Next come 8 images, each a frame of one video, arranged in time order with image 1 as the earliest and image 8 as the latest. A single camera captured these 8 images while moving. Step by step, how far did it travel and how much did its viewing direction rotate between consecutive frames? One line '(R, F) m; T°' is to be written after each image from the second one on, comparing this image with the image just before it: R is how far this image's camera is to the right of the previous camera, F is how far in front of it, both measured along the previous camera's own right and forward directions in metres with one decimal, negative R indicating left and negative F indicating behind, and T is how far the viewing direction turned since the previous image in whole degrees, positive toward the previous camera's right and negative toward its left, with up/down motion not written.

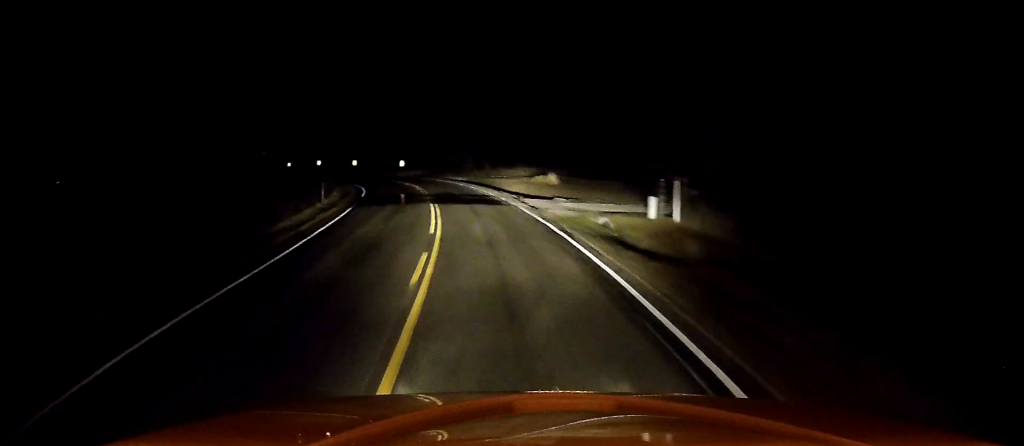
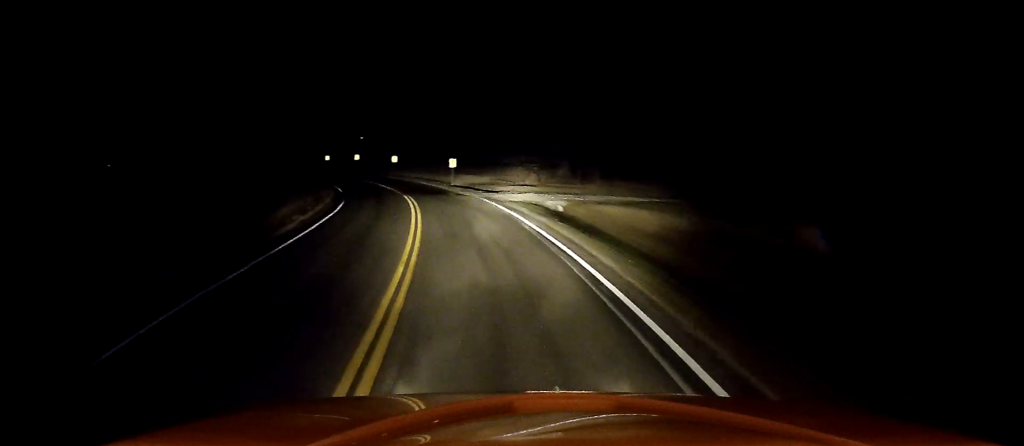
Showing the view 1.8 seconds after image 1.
(-2.7, +29.5) m; -10°
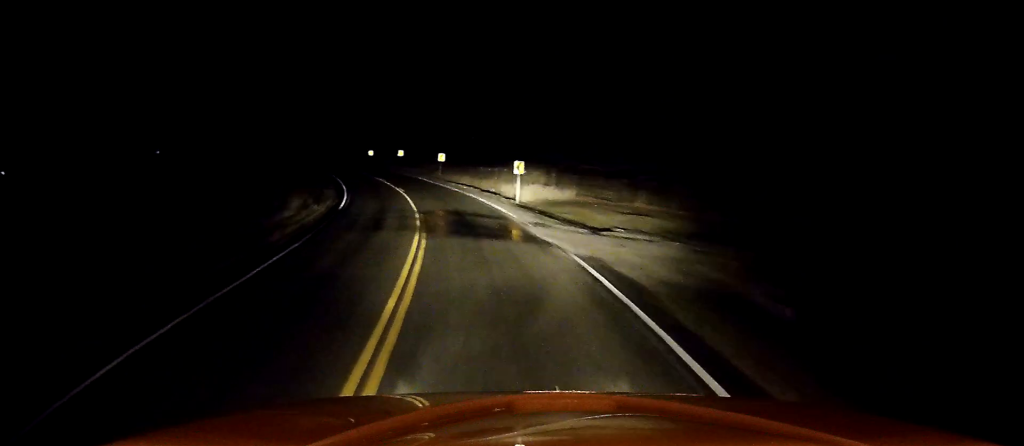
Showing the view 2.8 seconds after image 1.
(-0.6, +17.6) m; -5°
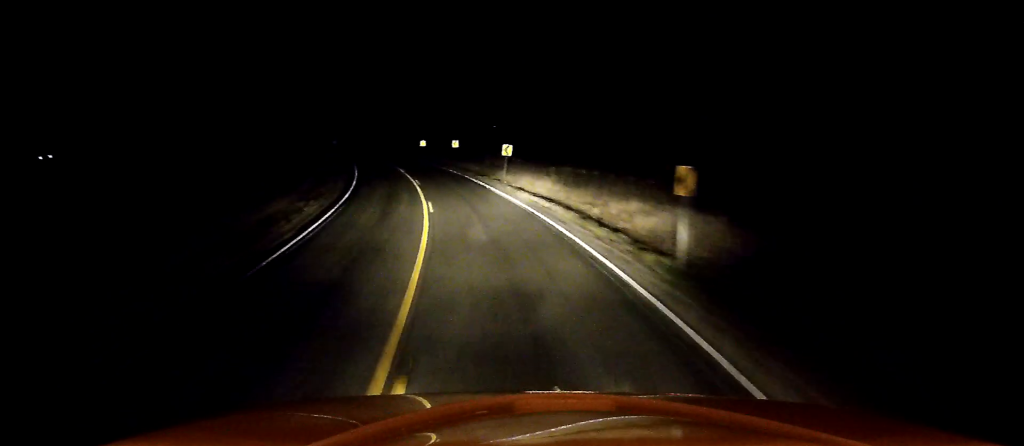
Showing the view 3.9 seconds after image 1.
(-1.0, +17.3) m; -6°
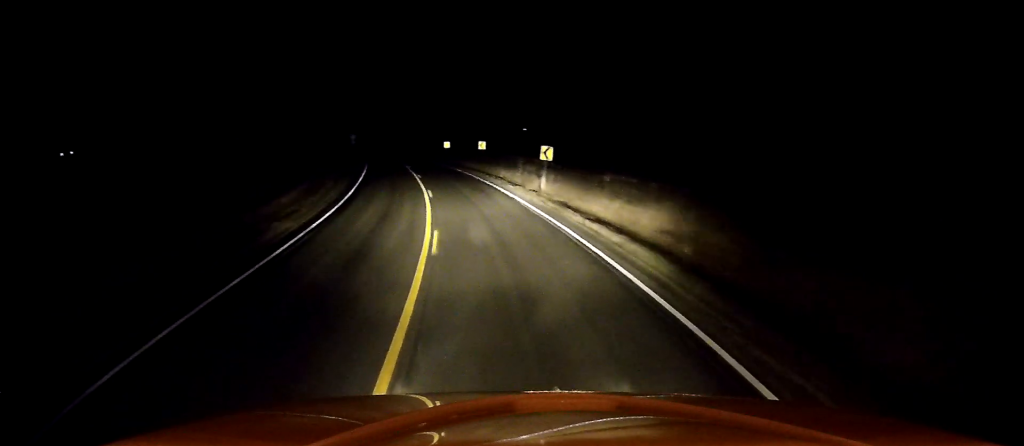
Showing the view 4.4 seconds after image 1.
(-0.2, +7.6) m; -2°
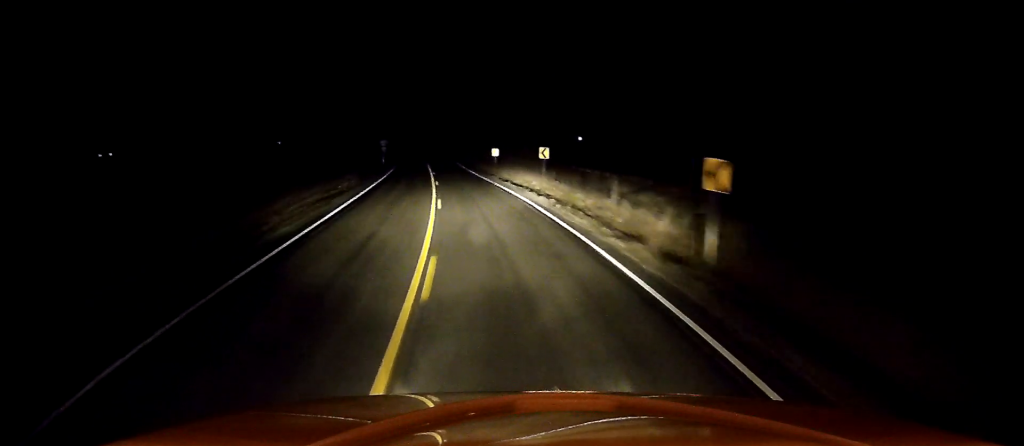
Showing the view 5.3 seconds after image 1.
(-0.1, +15.7) m; -3°
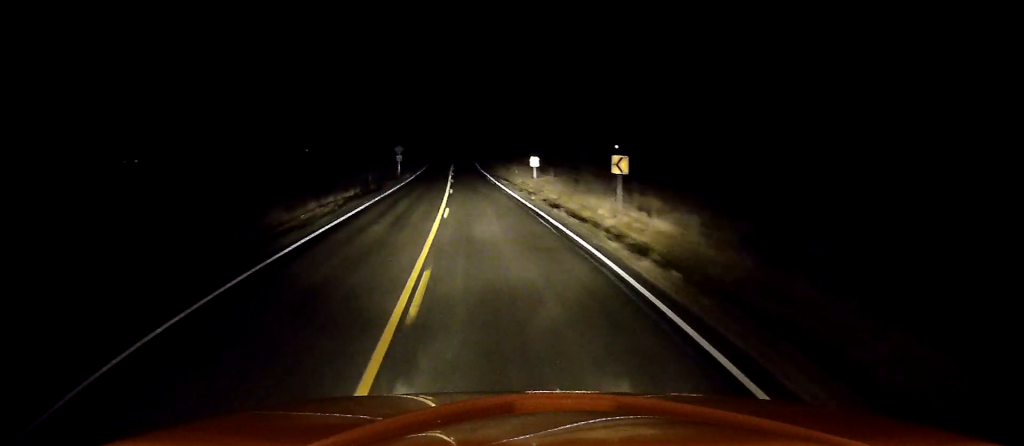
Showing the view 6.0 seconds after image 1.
(-0.4, +12.7) m; -4°
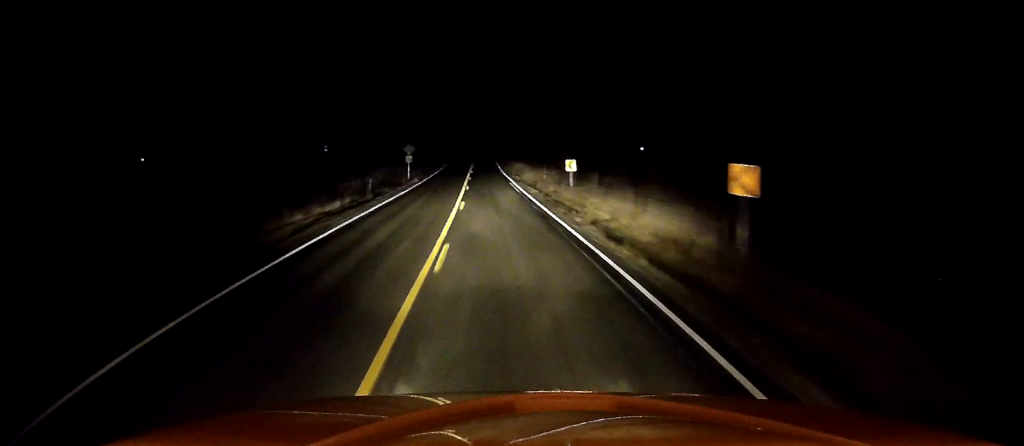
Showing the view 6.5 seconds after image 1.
(-0.2, +8.8) m; -2°
